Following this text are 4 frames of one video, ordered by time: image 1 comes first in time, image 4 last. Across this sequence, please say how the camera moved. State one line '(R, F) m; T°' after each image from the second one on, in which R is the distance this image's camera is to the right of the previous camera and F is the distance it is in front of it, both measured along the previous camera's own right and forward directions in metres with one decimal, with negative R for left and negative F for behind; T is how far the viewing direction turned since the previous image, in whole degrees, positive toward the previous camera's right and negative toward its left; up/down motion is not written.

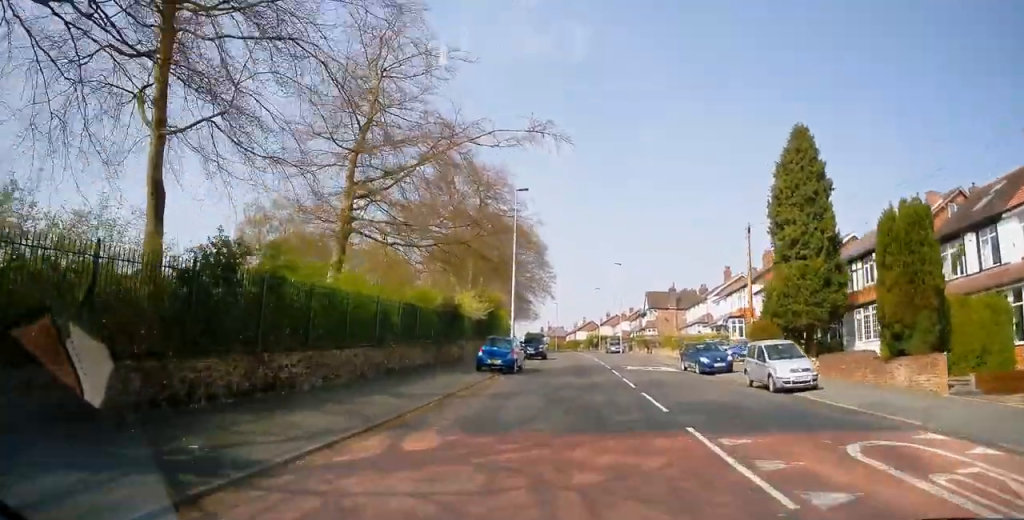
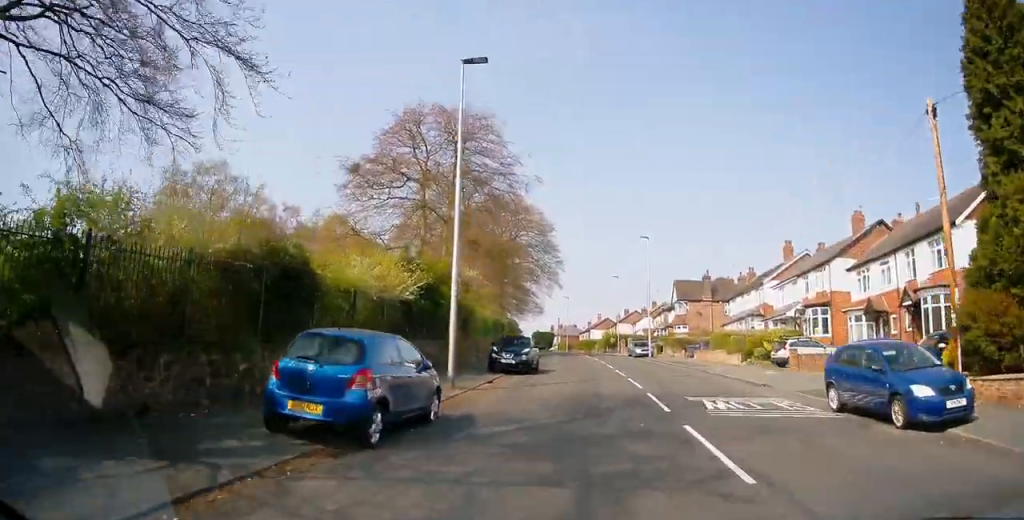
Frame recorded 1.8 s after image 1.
(-0.5, +17.4) m; -3°
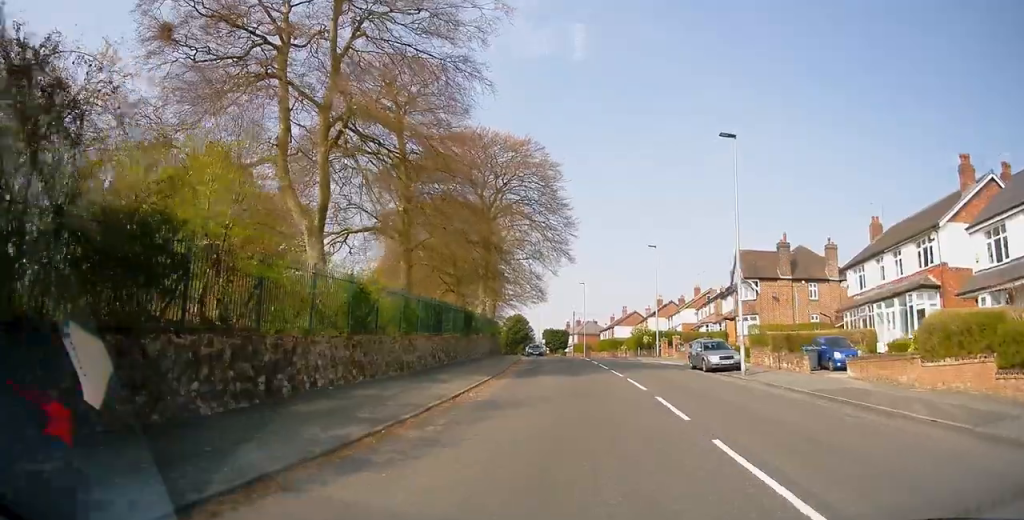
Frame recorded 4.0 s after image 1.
(-0.1, +24.9) m; -1°
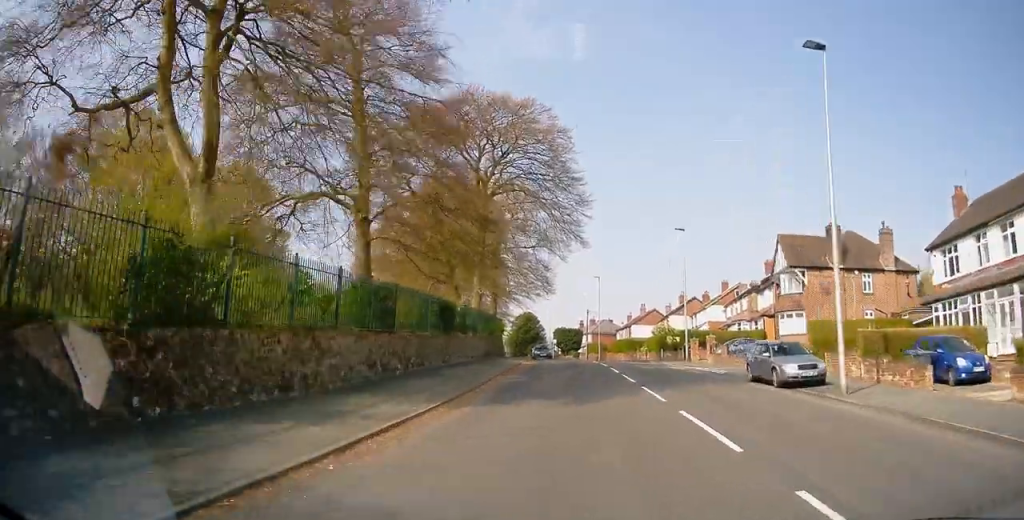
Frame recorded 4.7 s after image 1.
(0.0, +8.5) m; 0°
